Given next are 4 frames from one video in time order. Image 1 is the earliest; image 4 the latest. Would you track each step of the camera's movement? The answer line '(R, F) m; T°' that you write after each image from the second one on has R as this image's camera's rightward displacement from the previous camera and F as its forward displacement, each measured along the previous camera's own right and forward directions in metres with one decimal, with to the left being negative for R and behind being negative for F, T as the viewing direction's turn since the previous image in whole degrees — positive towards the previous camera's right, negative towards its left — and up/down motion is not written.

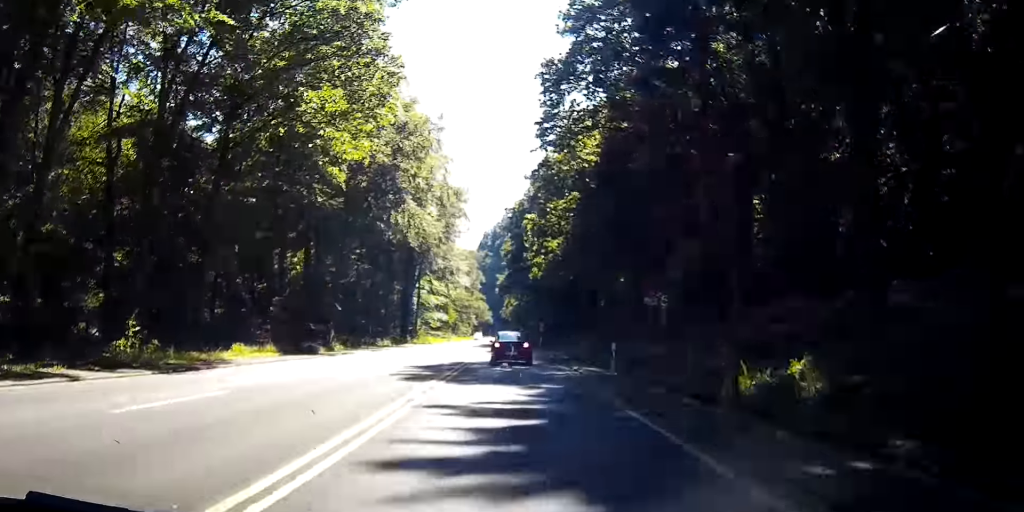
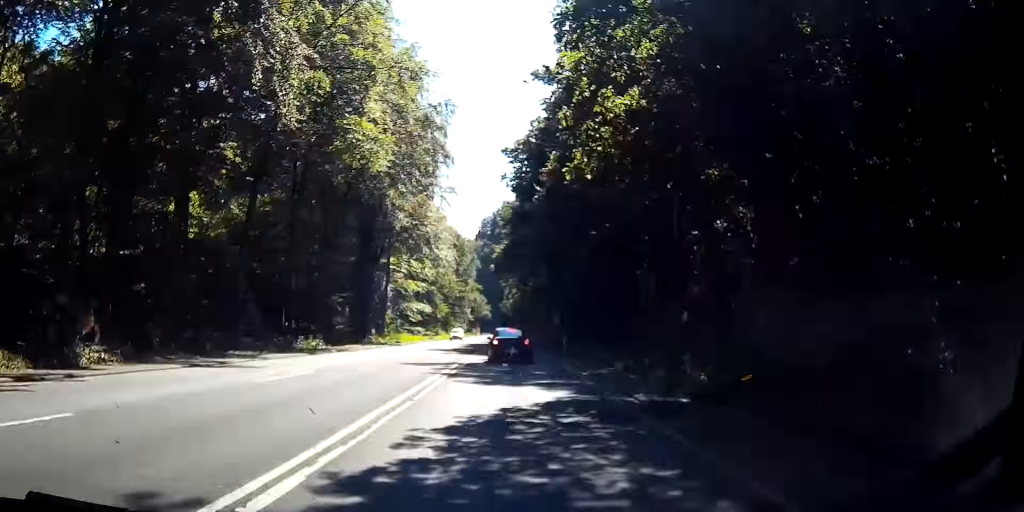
(+0.1, +32.0) m; -1°
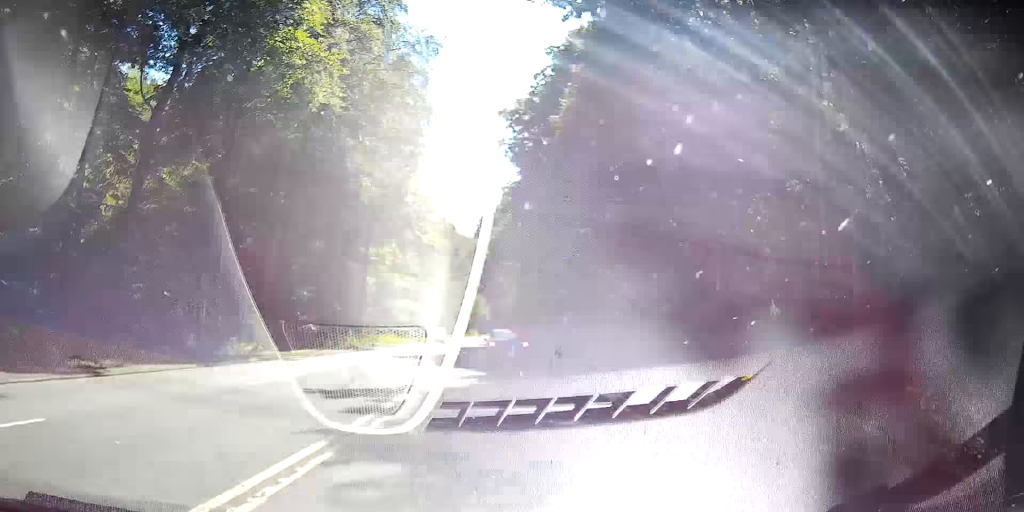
(-0.3, +13.2) m; -2°
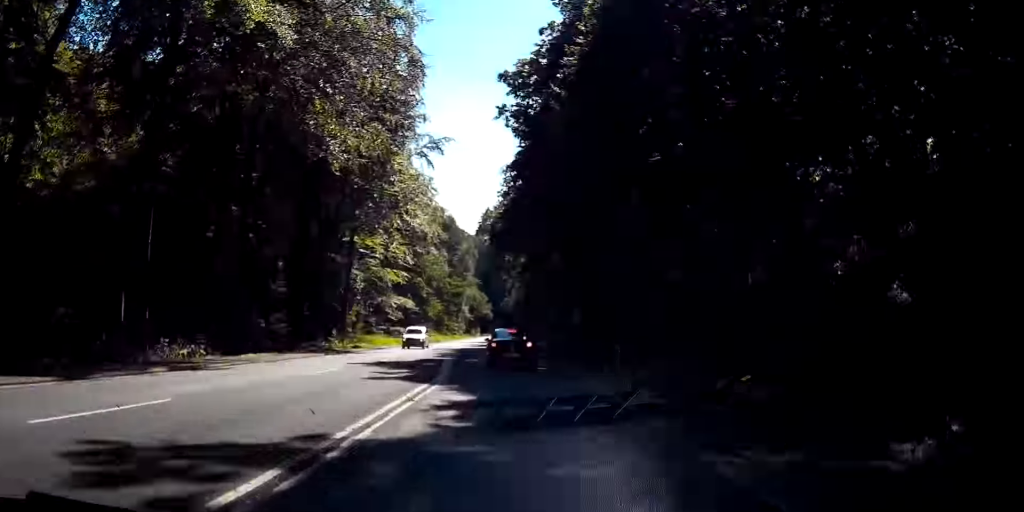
(-0.1, +8.6) m; -1°
